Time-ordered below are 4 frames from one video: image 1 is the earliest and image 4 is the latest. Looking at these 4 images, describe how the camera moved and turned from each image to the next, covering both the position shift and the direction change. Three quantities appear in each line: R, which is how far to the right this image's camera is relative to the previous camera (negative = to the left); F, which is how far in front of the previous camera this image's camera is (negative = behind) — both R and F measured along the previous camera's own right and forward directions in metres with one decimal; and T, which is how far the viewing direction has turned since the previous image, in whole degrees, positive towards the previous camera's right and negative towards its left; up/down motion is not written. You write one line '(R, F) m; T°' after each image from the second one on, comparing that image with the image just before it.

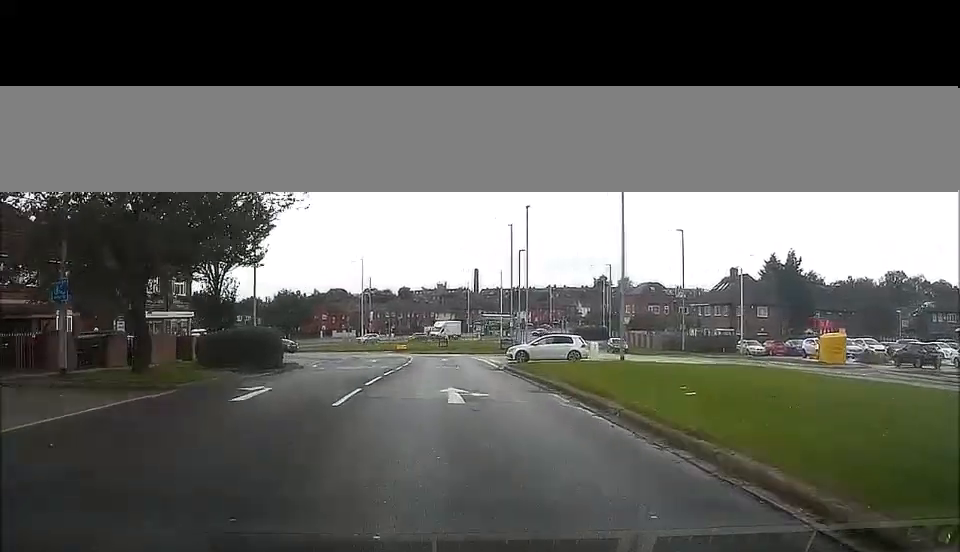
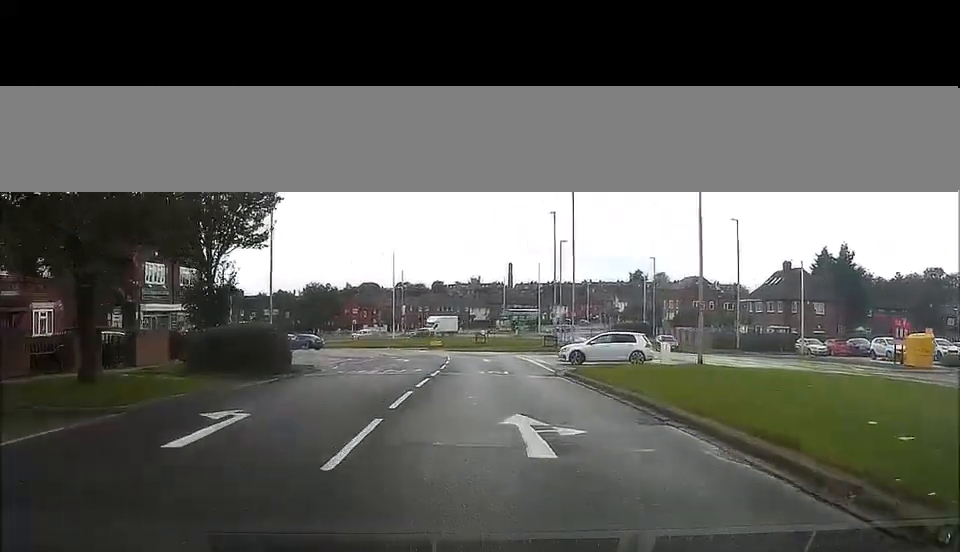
(-0.1, +6.2) m; -1°
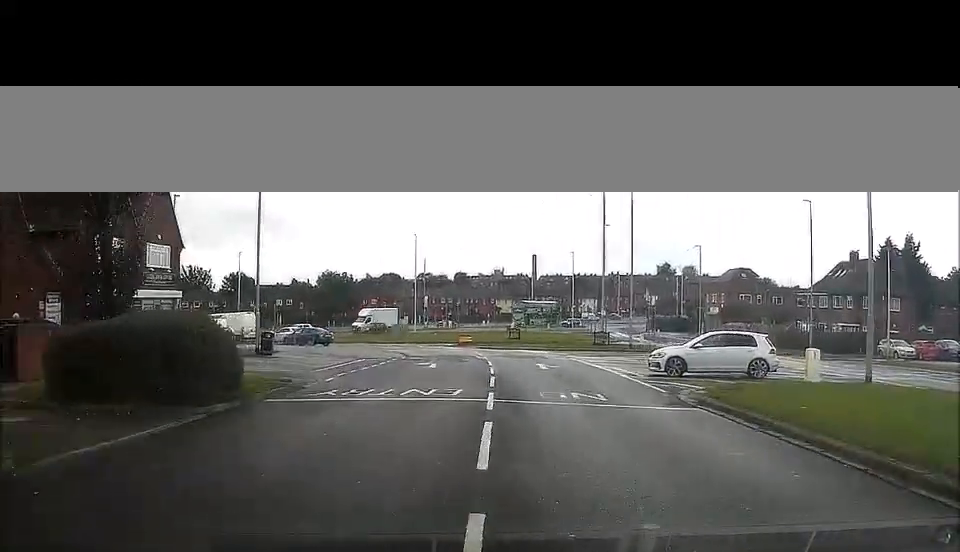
(-0.1, +10.6) m; -1°
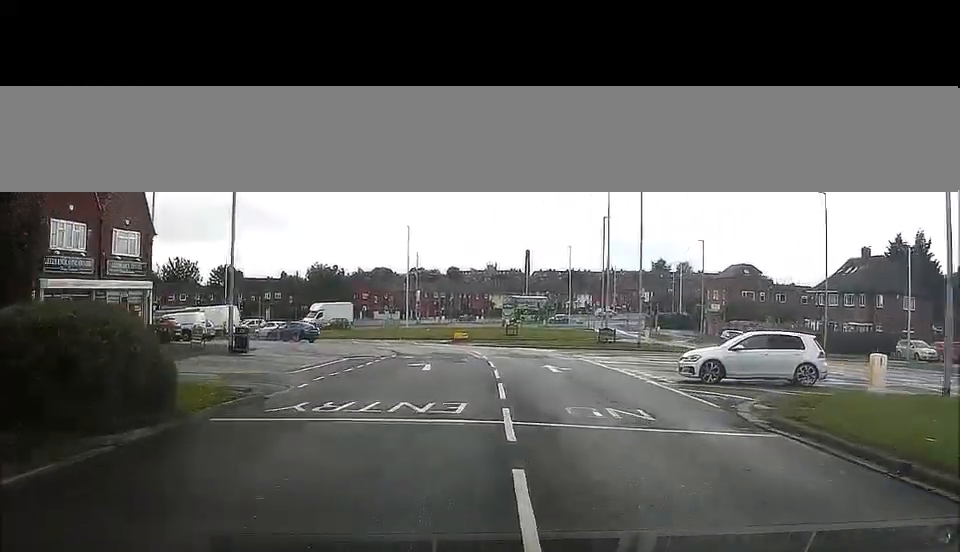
(0.0, +3.6) m; 0°
